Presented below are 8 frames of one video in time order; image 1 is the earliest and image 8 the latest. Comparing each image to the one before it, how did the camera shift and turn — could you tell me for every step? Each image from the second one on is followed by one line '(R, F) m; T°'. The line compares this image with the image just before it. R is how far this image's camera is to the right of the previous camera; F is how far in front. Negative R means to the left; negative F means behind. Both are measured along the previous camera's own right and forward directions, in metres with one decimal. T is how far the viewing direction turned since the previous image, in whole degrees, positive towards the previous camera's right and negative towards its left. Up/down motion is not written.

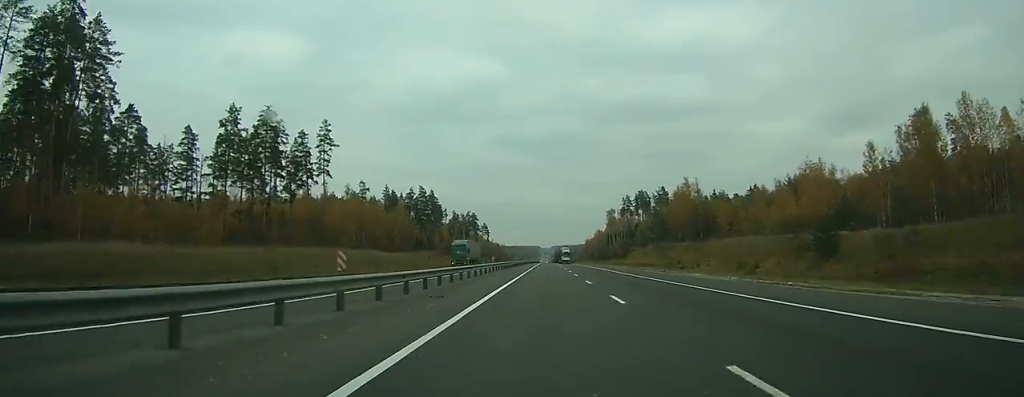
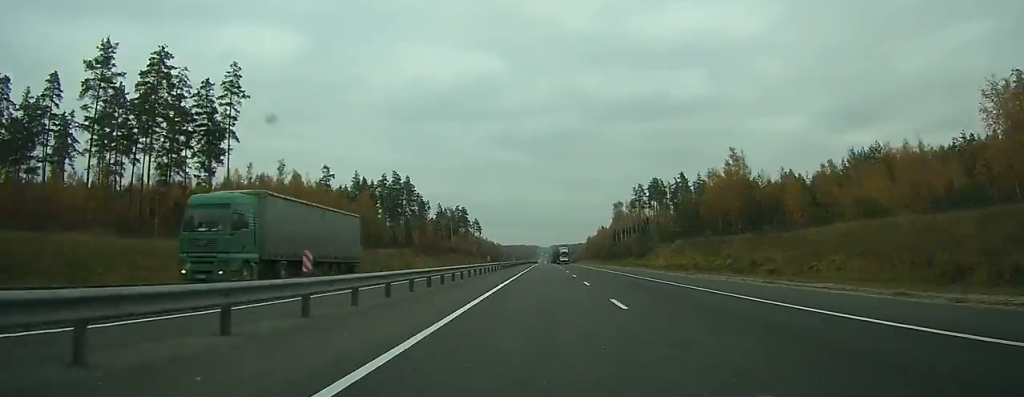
(0.0, +40.5) m; 0°
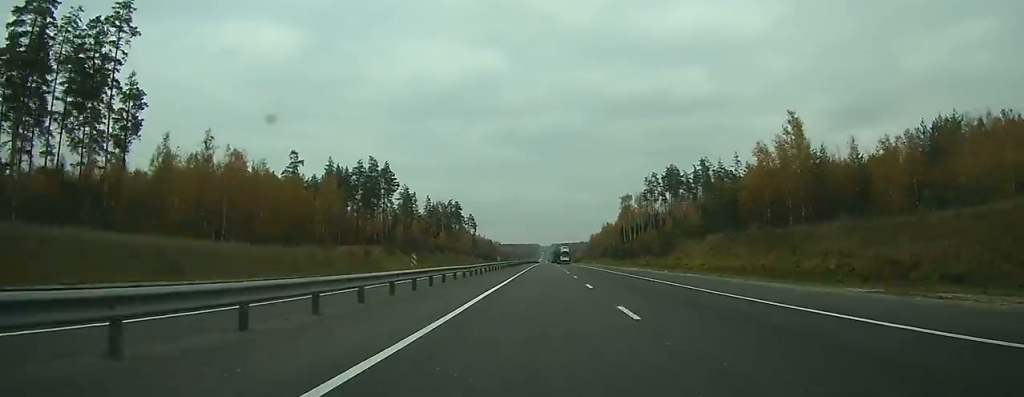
(0.0, +27.9) m; 0°
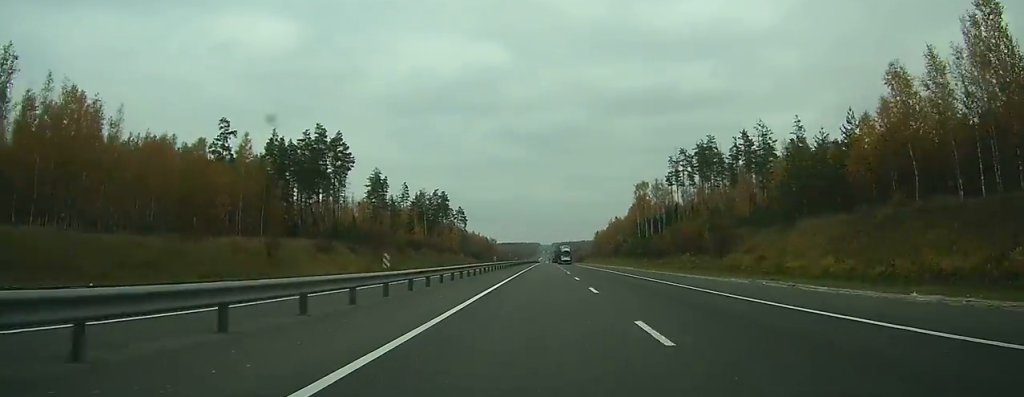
(-0.1, +41.4) m; 0°
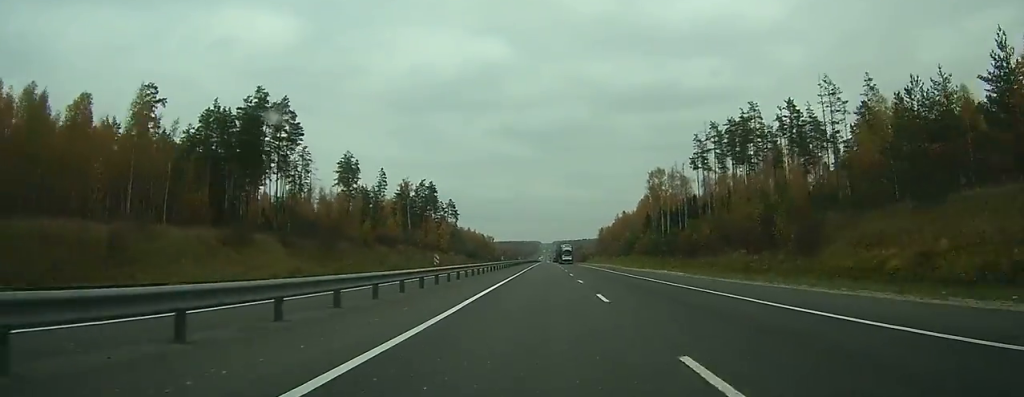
(0.0, +28.1) m; 0°
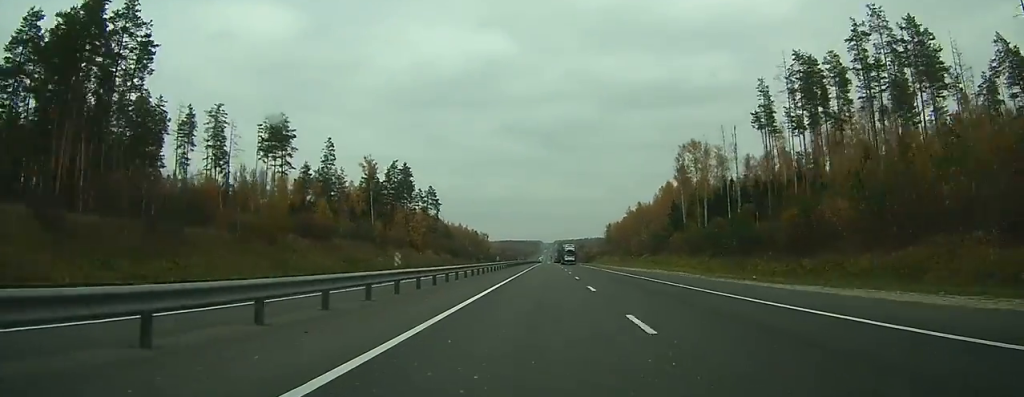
(0.0, +42.2) m; 0°
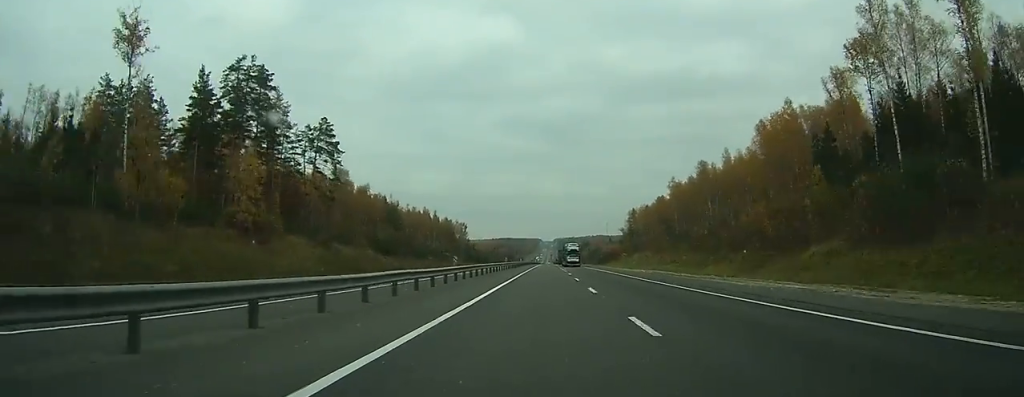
(+0.2, +91.8) m; 0°
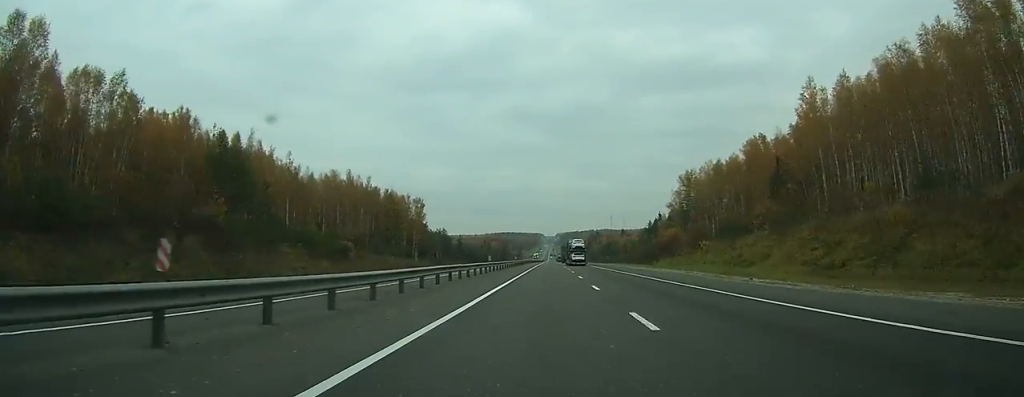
(-0.2, +99.2) m; 0°
